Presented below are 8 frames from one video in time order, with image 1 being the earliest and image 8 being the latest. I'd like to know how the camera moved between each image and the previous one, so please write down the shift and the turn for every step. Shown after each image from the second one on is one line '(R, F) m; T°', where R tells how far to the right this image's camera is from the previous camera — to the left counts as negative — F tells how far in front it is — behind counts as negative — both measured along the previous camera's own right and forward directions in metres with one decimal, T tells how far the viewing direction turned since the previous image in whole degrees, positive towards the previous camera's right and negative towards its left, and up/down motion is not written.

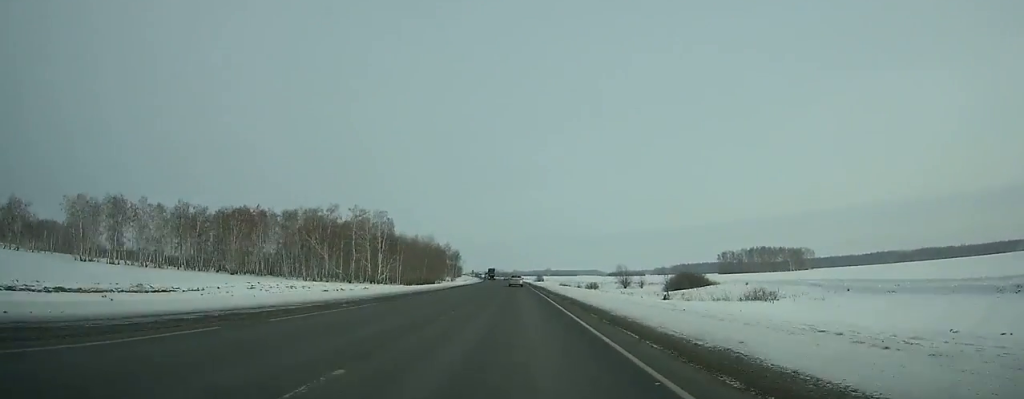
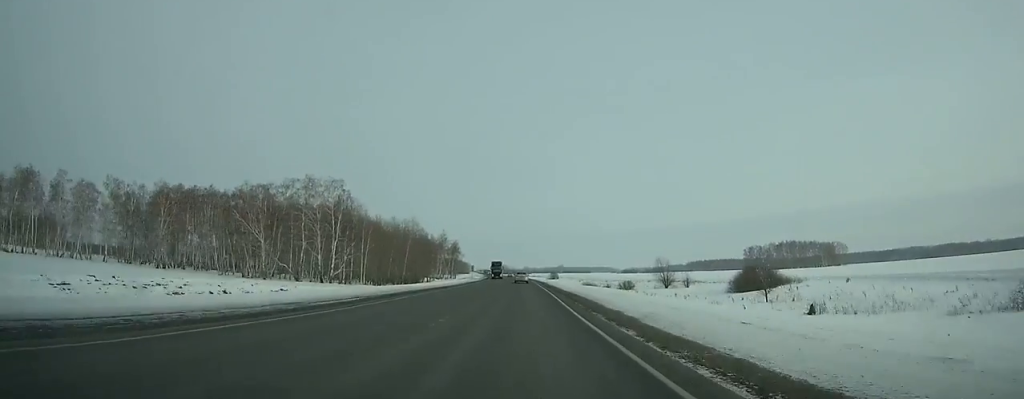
(0.0, +39.9) m; -1°
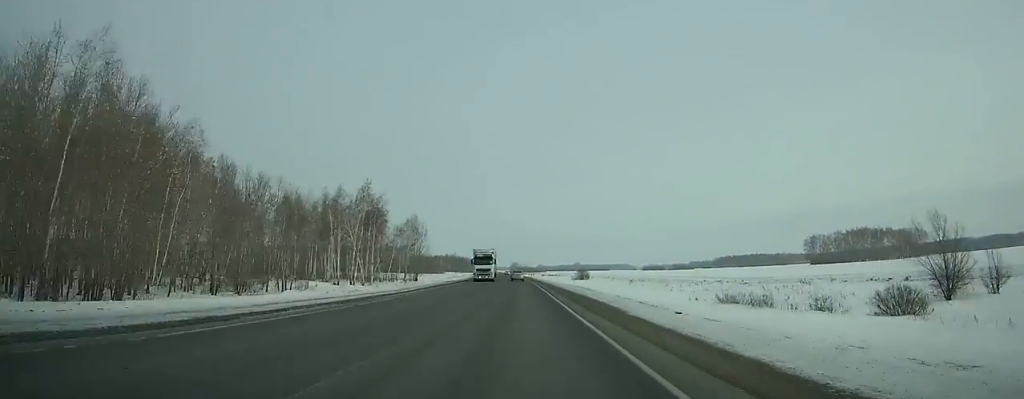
(-1.8, +93.7) m; -2°
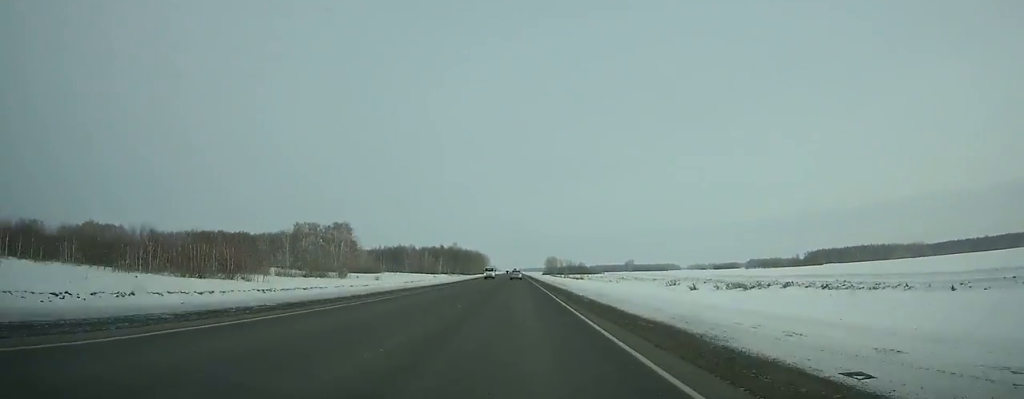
(-8.5, +249.9) m; -3°
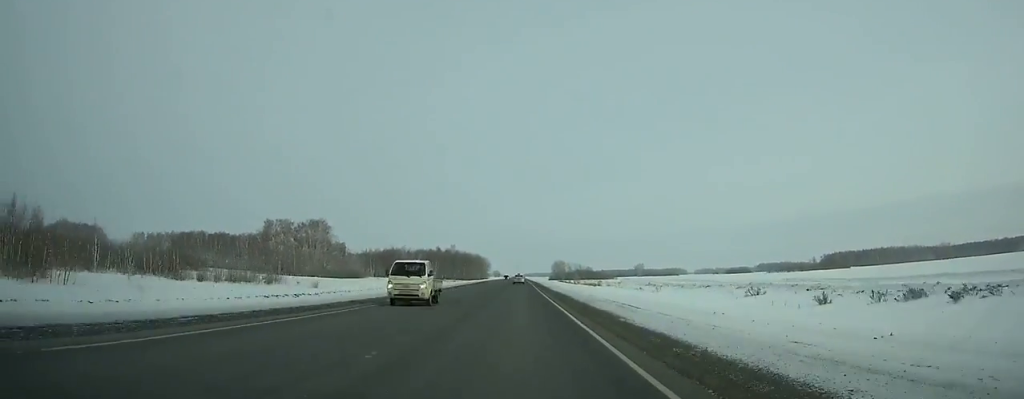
(0.0, +36.5) m; 0°
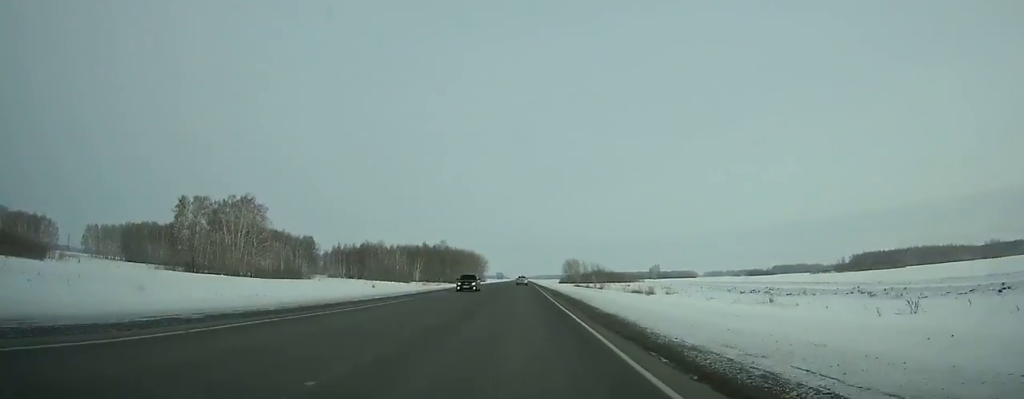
(-0.1, +65.3) m; 0°
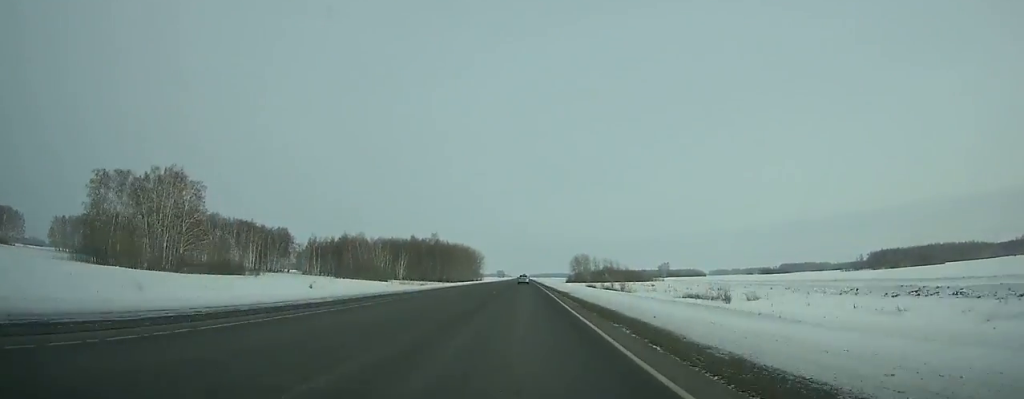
(0.0, +37.1) m; 0°
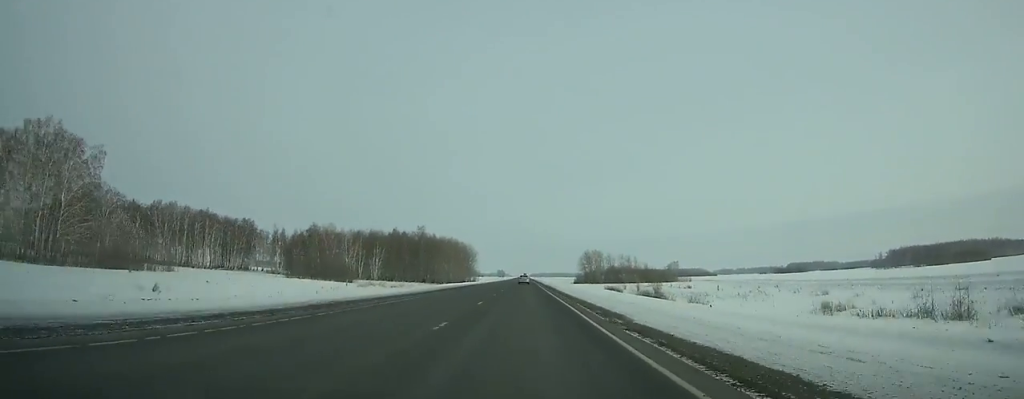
(0.0, +37.5) m; 0°
